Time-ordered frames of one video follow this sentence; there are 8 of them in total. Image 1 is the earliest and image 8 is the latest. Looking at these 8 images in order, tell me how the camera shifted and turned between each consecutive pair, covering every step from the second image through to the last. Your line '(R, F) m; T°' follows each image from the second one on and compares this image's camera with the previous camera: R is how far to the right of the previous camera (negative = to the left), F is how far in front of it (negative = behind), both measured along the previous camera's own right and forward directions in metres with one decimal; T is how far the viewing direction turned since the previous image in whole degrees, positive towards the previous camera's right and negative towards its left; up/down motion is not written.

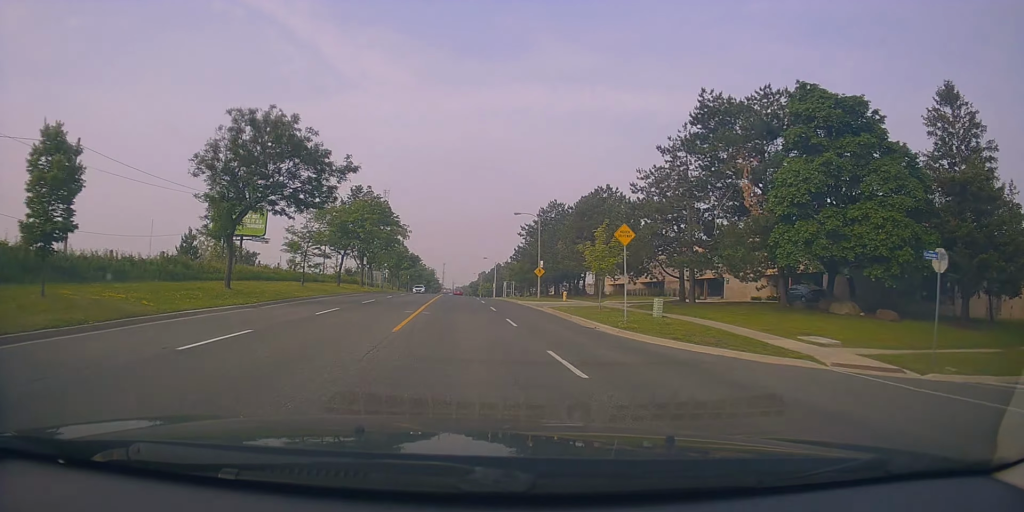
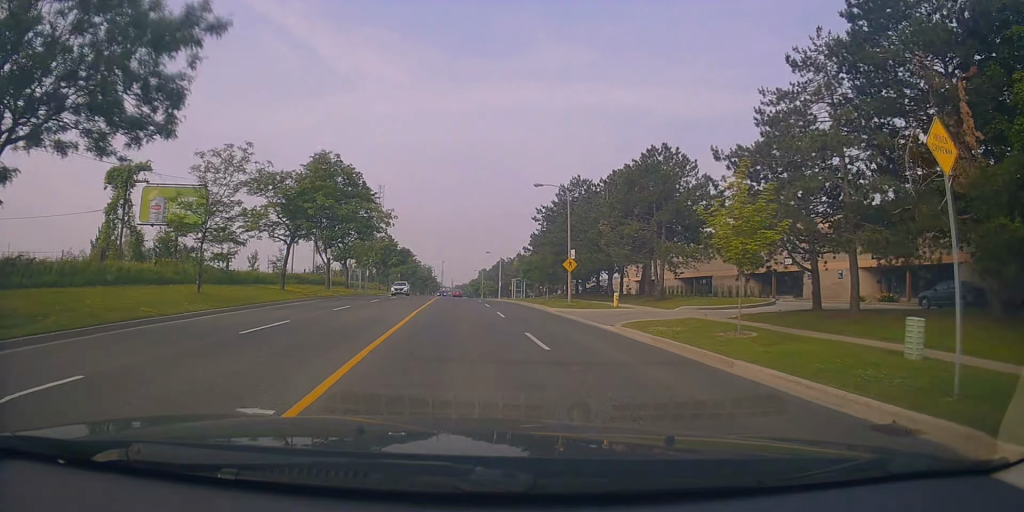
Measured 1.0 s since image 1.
(0.0, +15.2) m; +1°
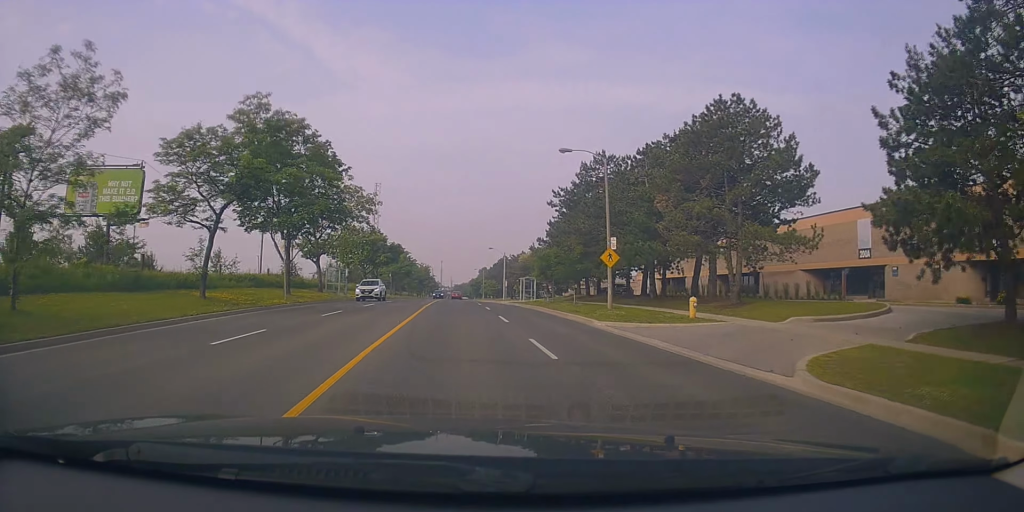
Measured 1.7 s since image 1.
(+0.2, +10.7) m; 0°
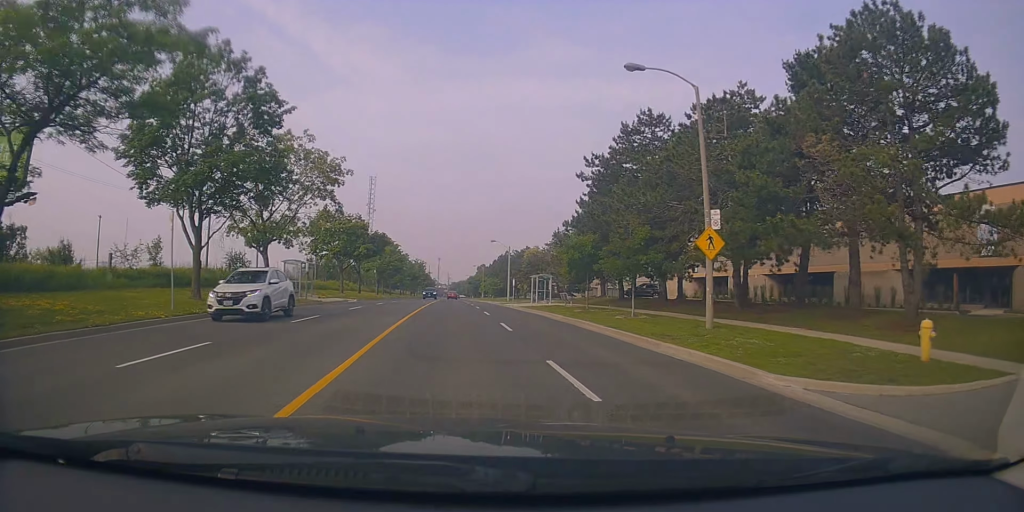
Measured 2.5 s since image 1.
(+0.1, +12.2) m; 0°
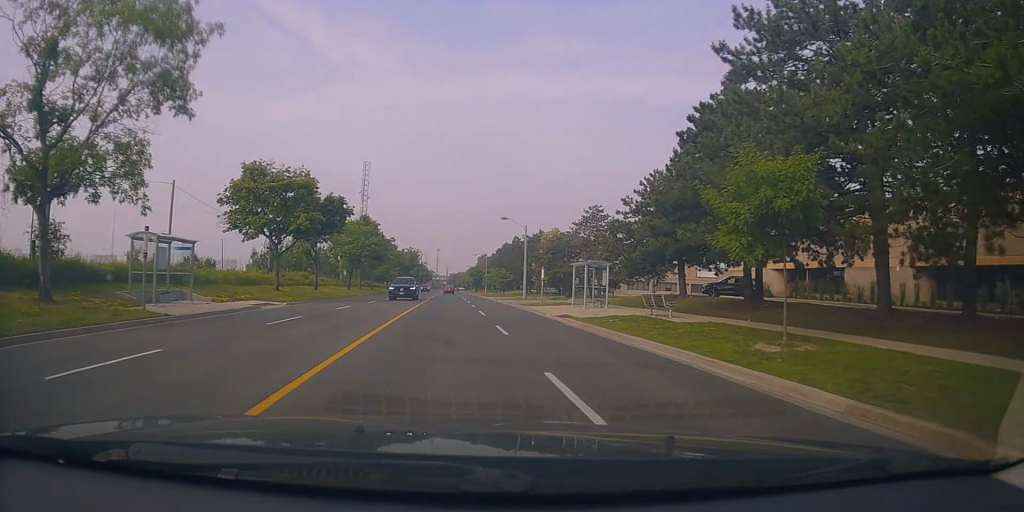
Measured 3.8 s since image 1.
(-0.3, +19.8) m; 0°
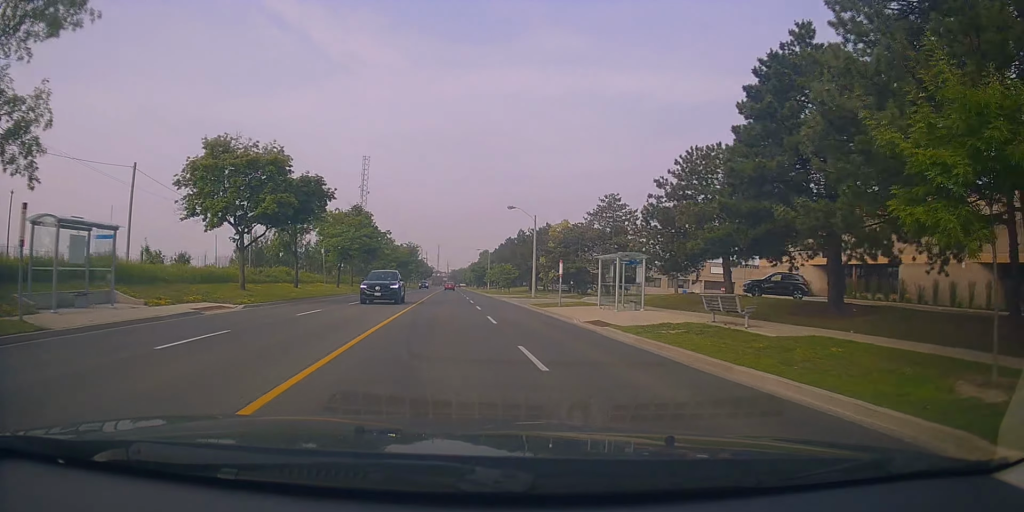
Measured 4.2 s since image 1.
(-0.1, +6.1) m; +1°
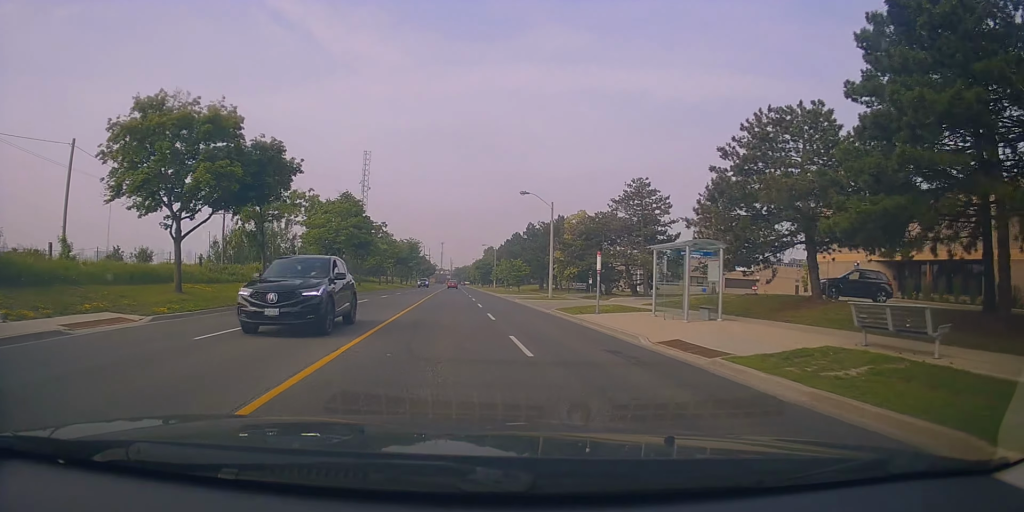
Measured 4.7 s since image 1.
(+0.3, +7.6) m; 0°
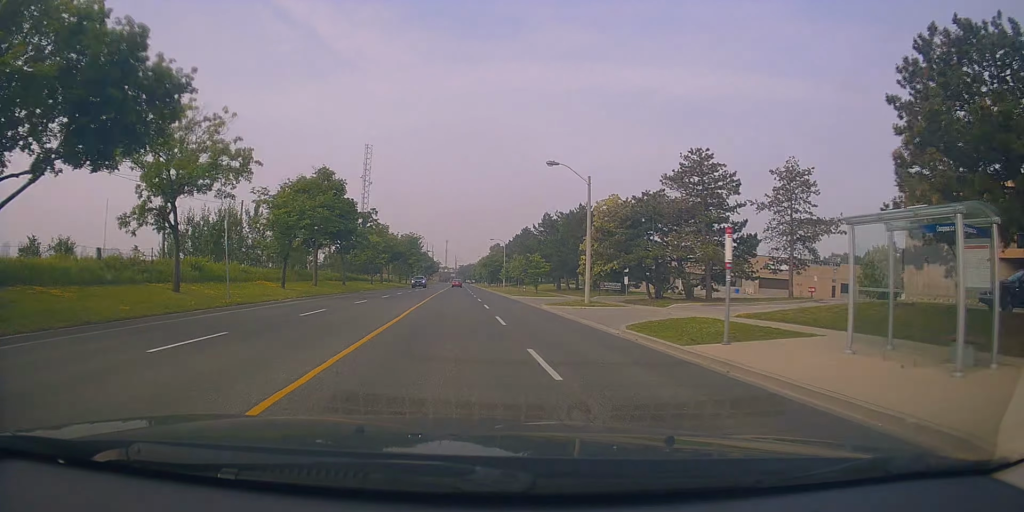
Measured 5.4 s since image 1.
(+0.1, +11.1) m; -1°
